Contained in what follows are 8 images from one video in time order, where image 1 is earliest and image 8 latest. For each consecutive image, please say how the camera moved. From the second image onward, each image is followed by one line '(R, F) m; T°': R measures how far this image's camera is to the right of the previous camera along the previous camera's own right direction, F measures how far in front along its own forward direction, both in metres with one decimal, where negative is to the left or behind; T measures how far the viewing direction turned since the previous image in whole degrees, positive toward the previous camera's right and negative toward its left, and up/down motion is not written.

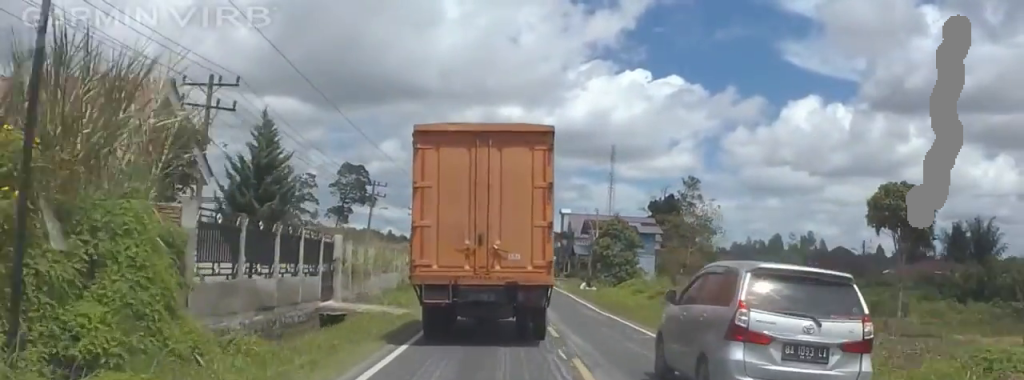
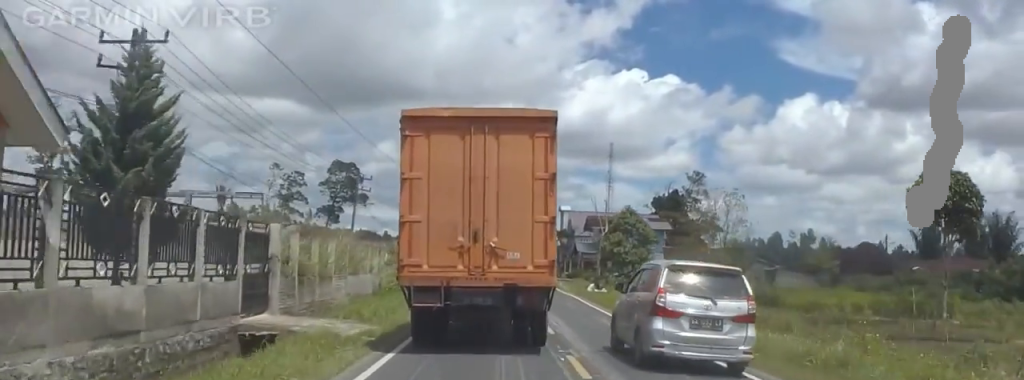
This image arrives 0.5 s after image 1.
(+0.1, +7.3) m; -2°
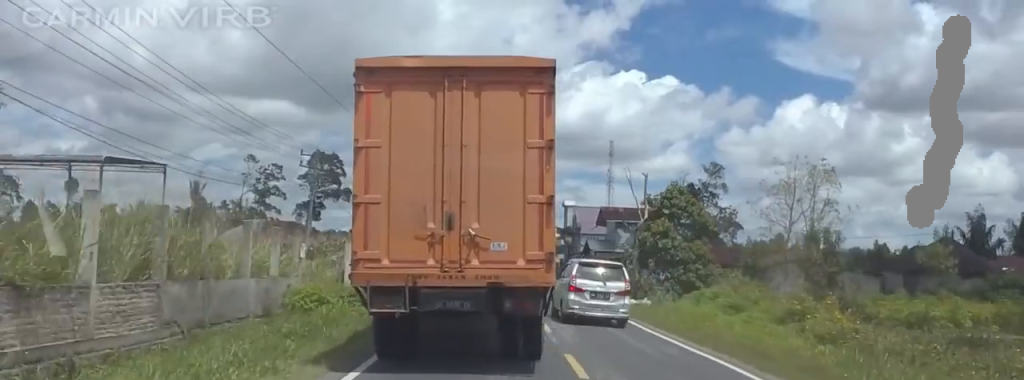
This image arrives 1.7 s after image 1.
(-0.8, +15.6) m; +3°
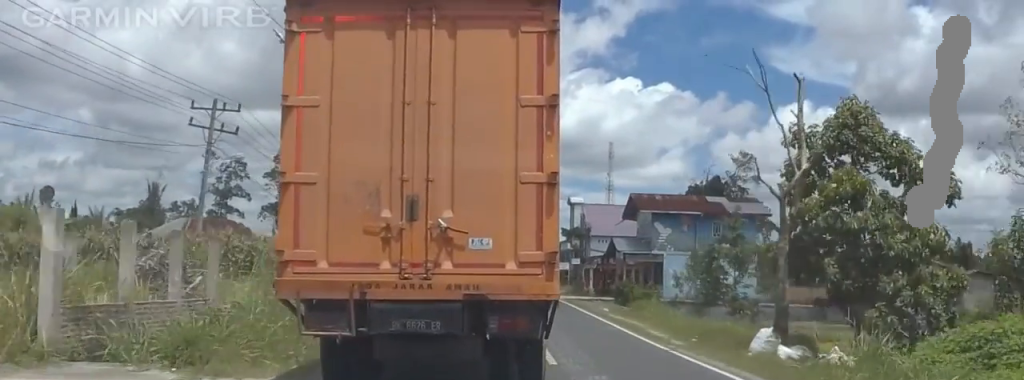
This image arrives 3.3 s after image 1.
(+1.9, +21.1) m; -1°
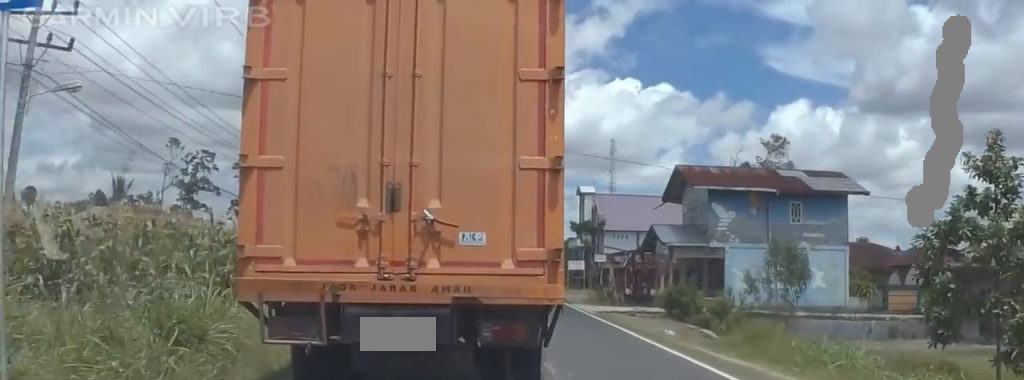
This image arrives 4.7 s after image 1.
(-1.5, +16.7) m; -3°
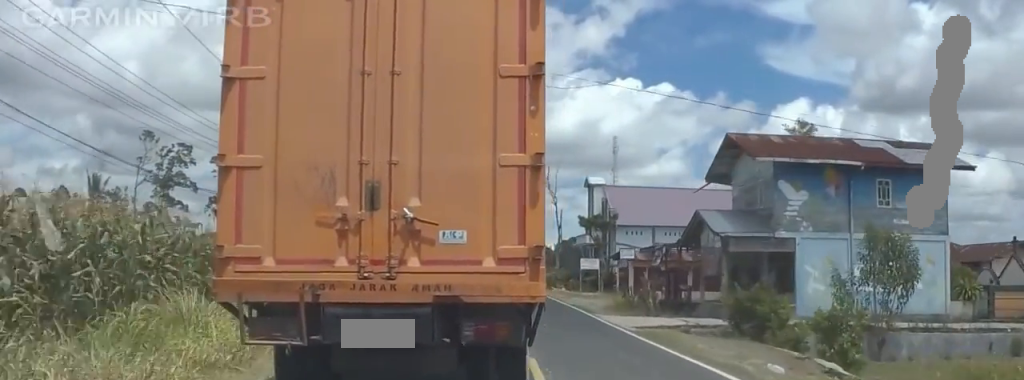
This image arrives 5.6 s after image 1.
(+0.3, +10.9) m; +4°
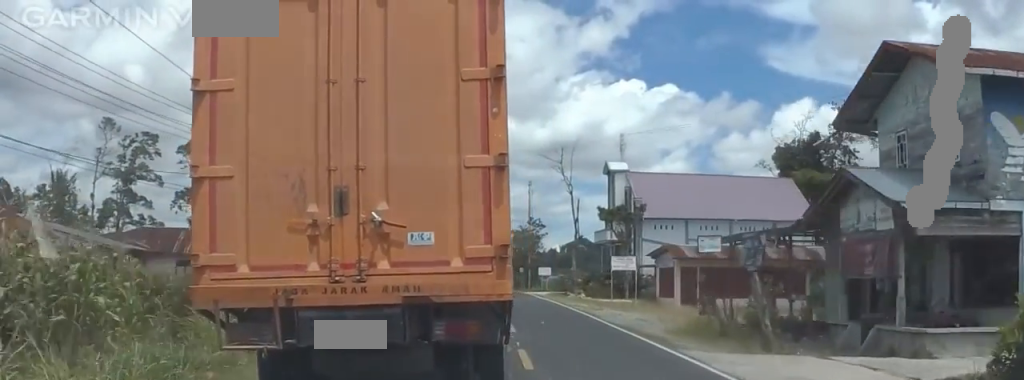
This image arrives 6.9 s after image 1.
(+0.4, +15.5) m; -1°
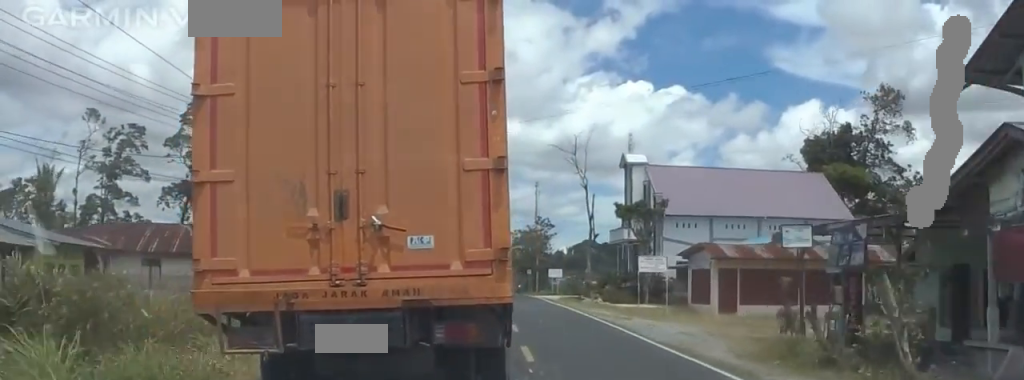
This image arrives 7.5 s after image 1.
(-0.2, +6.9) m; -1°
